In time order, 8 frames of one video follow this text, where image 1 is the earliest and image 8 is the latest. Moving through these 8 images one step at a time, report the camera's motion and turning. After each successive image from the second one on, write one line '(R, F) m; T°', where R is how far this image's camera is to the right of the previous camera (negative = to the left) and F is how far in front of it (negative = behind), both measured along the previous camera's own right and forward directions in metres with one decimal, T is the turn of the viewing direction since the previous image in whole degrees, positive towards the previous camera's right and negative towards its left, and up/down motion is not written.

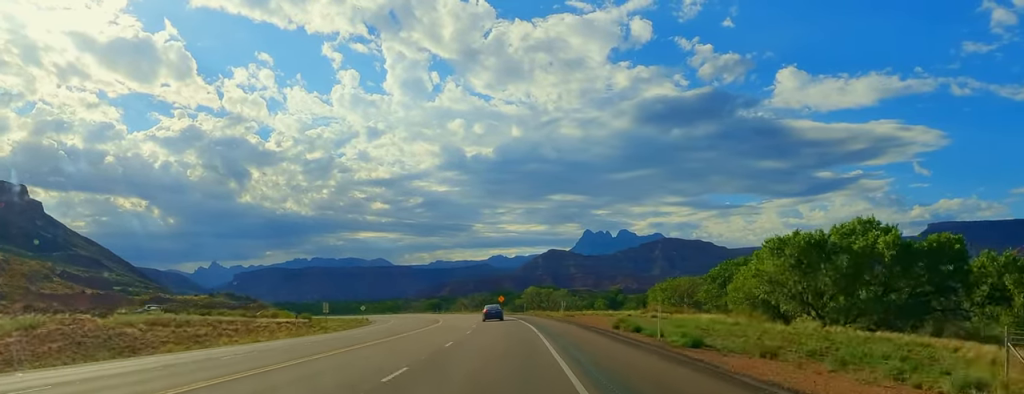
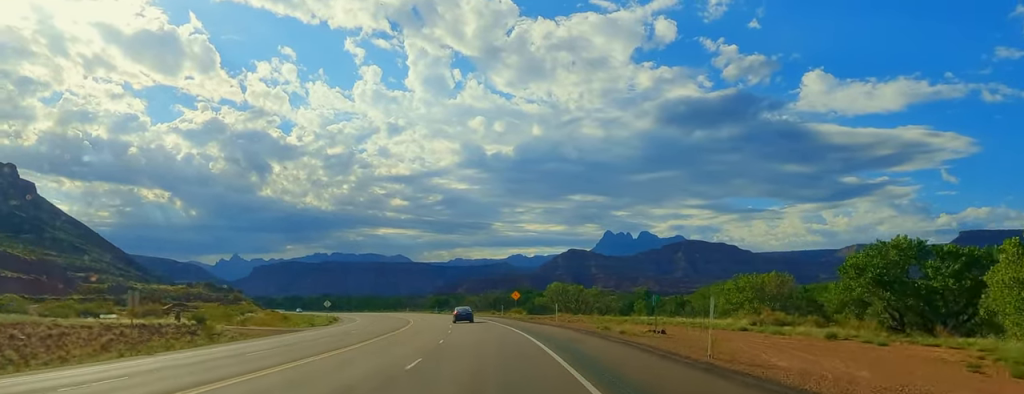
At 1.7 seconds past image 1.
(-1.2, +45.5) m; -4°
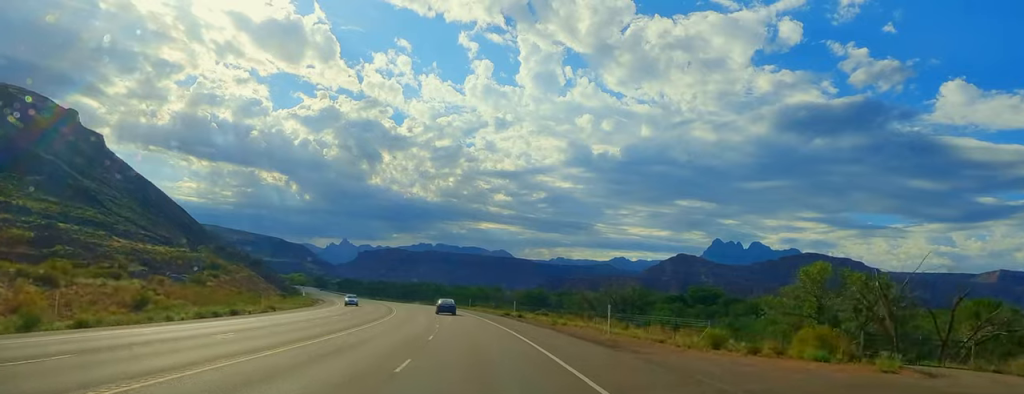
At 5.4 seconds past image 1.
(-7.4, +100.4) m; -8°
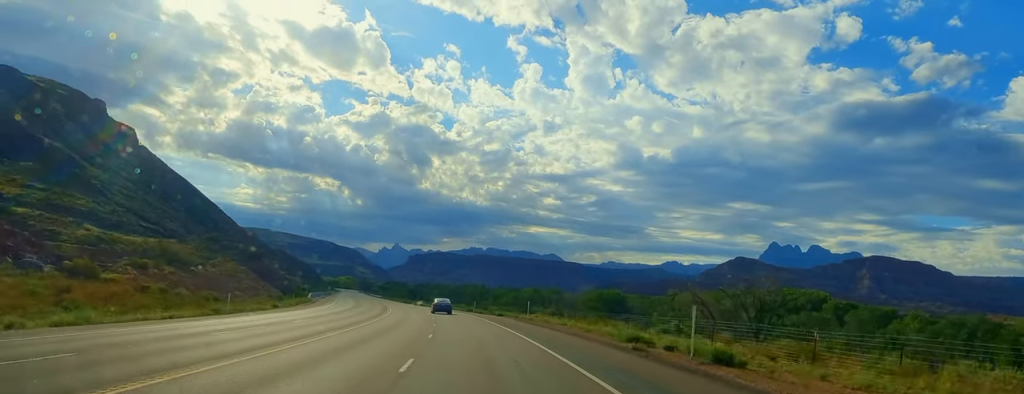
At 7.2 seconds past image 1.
(-1.6, +48.9) m; -5°
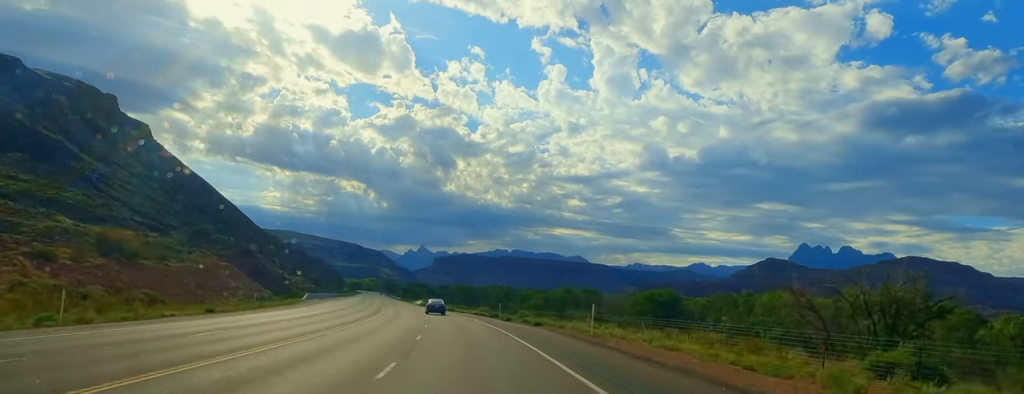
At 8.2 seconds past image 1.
(-1.3, +25.5) m; -2°
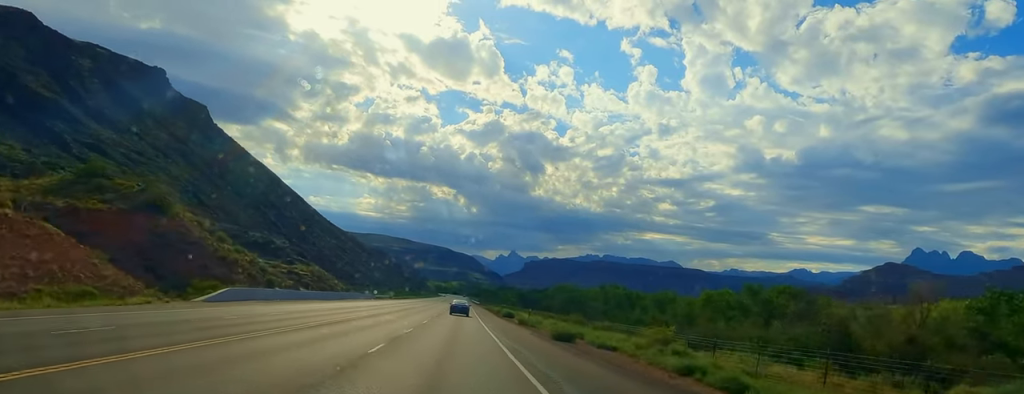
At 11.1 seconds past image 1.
(-2.5, +80.0) m; -4°
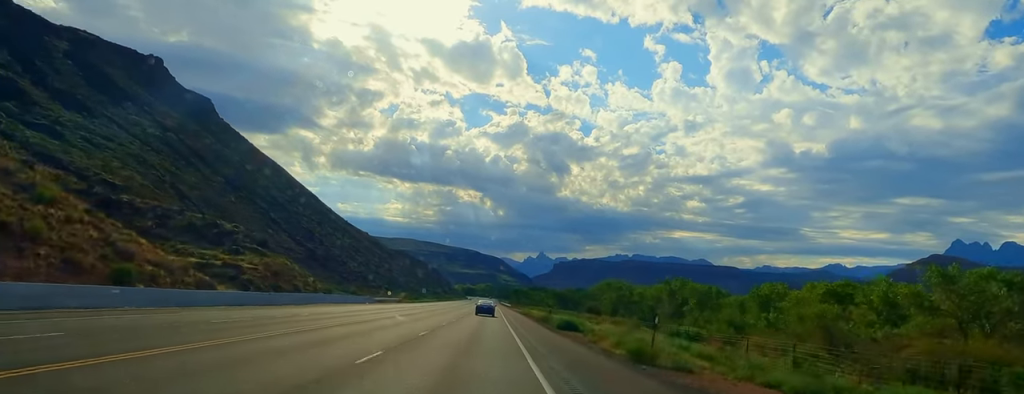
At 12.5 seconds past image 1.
(-1.5, +39.9) m; -1°
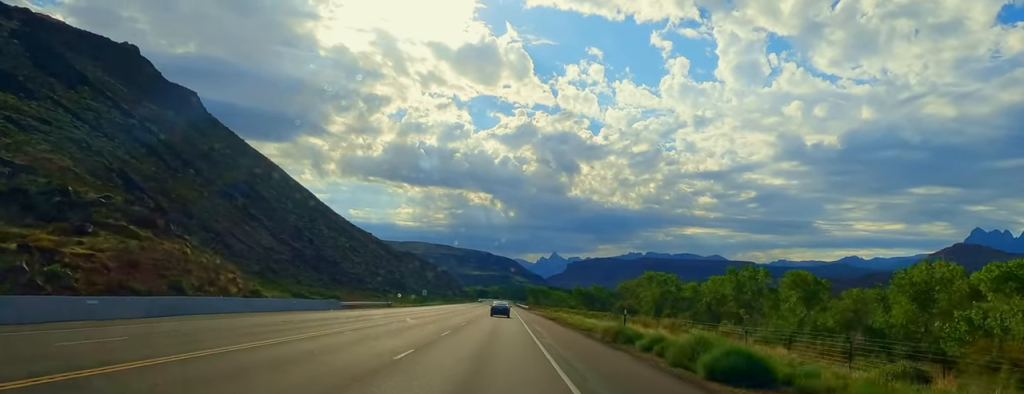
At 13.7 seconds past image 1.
(+0.2, +34.3) m; 0°
